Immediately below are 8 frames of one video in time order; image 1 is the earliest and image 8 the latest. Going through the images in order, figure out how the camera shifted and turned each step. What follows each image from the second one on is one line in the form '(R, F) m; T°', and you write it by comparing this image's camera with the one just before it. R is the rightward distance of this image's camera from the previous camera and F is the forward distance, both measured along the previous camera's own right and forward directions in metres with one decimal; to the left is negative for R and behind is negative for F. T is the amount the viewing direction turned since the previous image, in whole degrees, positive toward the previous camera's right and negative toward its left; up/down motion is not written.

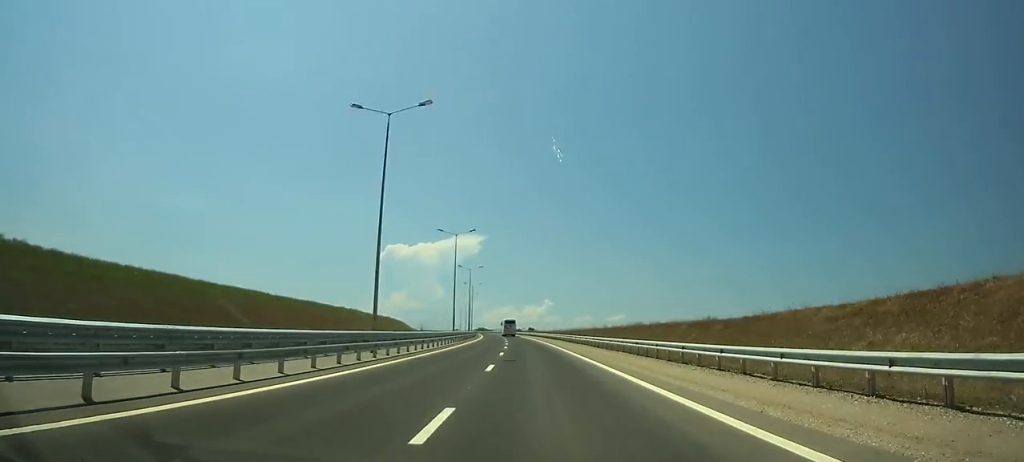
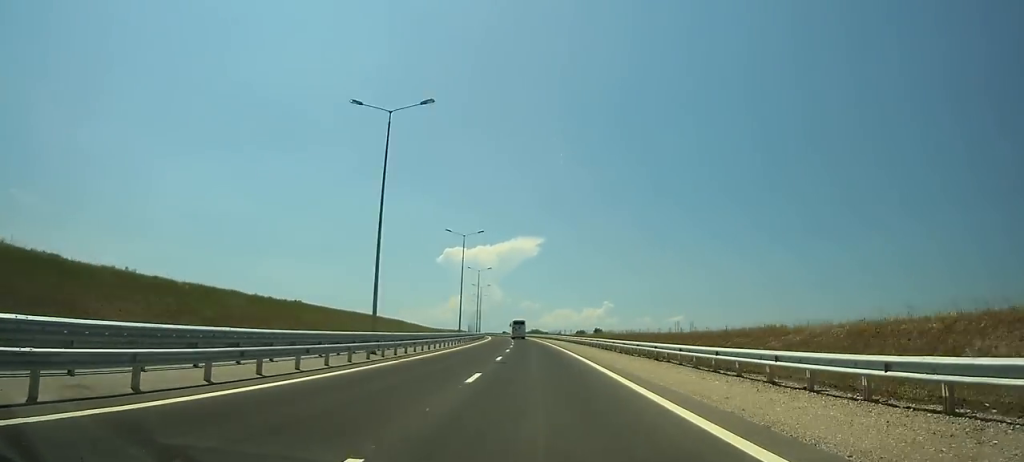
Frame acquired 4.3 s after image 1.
(-8.1, +123.6) m; -7°
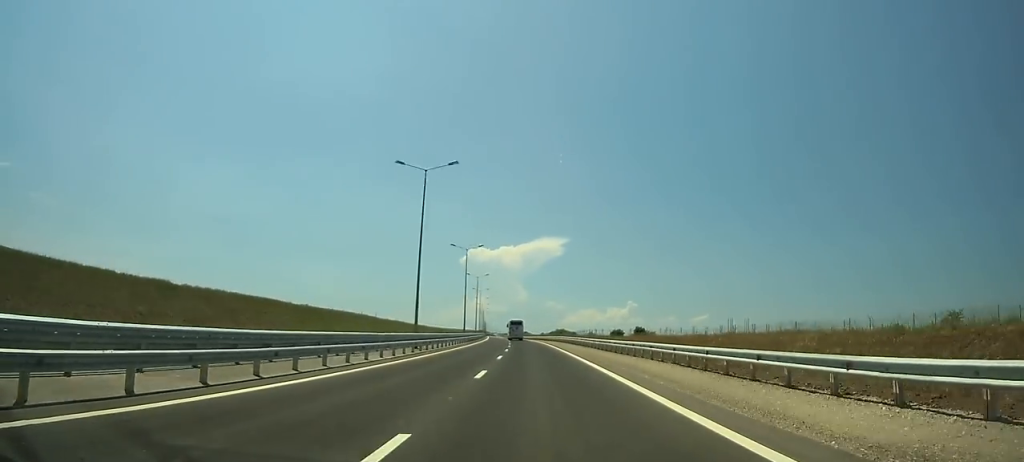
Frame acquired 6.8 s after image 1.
(-1.6, +70.5) m; -3°
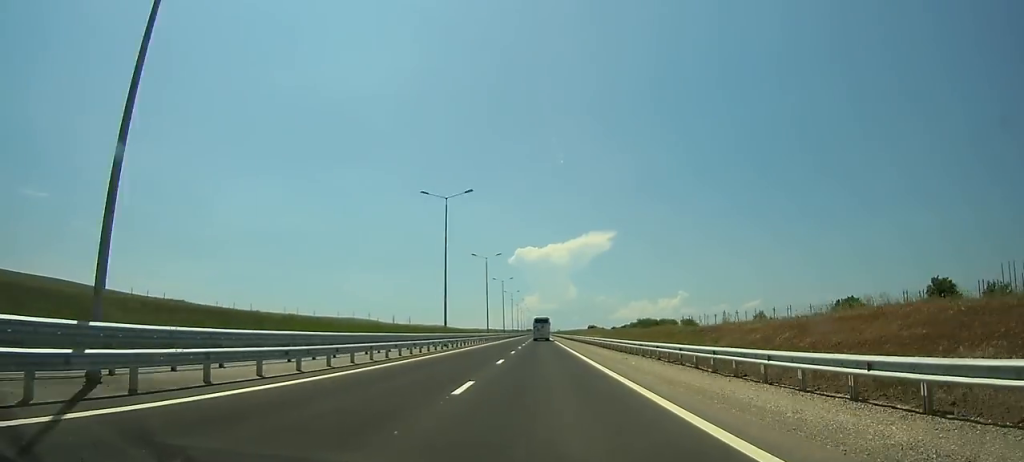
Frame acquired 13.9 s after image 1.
(-7.0, +194.5) m; -3°
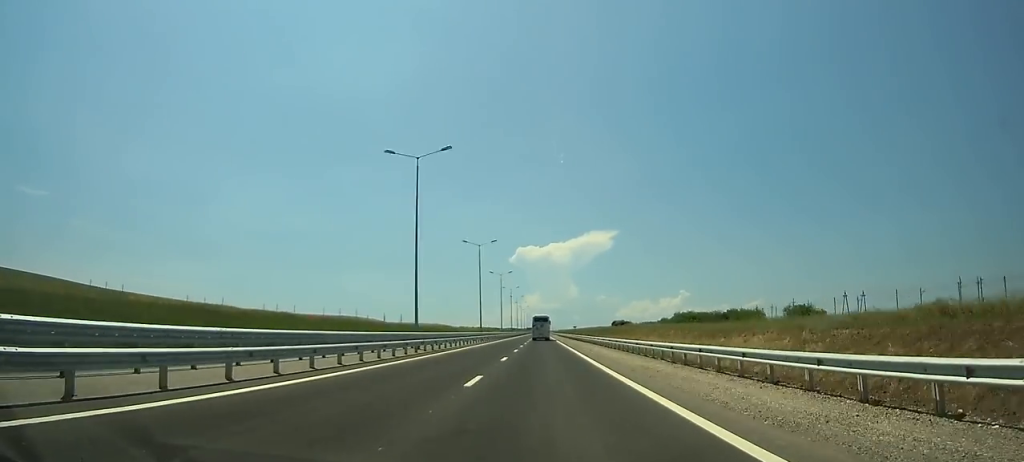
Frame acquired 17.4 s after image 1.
(-0.8, +94.0) m; 0°
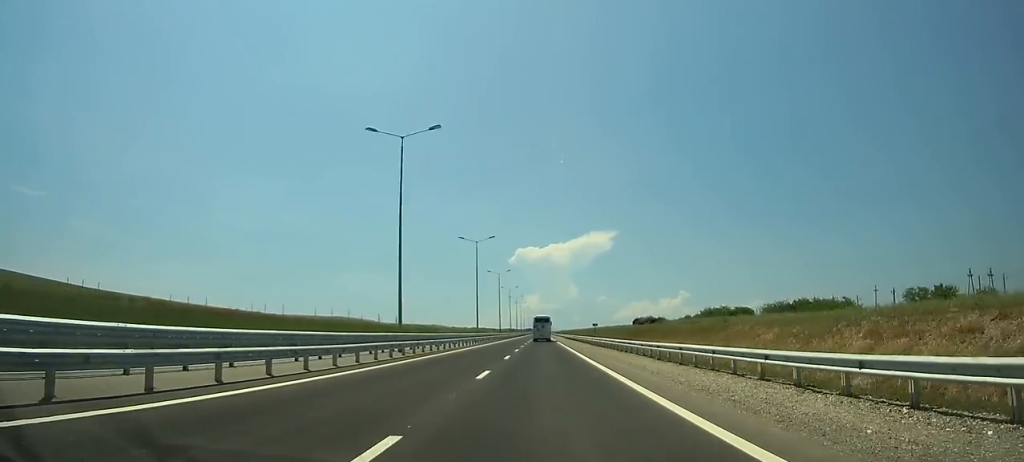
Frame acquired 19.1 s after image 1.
(0.0, +45.4) m; 0°
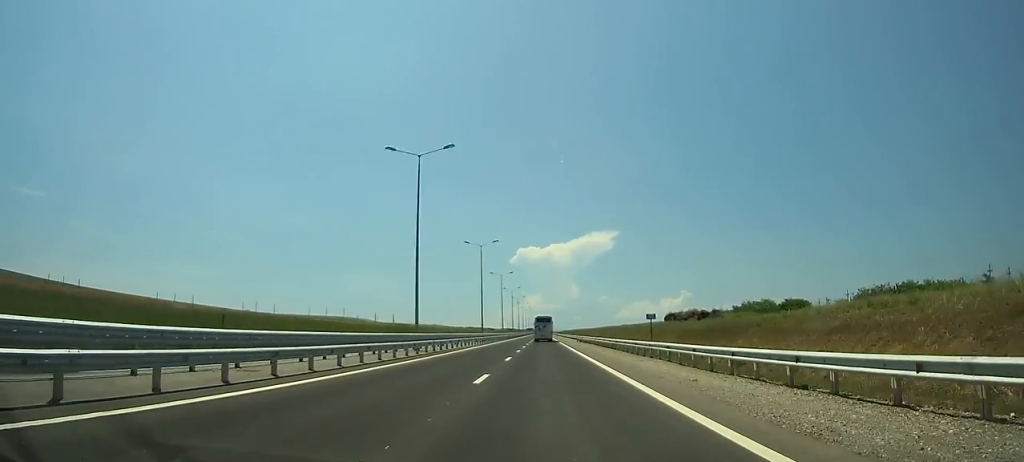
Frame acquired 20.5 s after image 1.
(0.0, +37.4) m; 0°
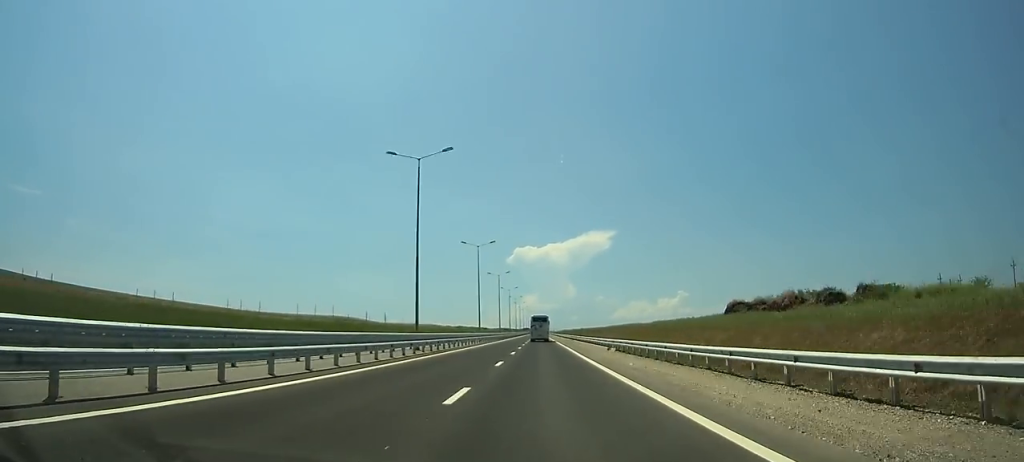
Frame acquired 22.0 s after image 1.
(0.0, +40.0) m; 0°
